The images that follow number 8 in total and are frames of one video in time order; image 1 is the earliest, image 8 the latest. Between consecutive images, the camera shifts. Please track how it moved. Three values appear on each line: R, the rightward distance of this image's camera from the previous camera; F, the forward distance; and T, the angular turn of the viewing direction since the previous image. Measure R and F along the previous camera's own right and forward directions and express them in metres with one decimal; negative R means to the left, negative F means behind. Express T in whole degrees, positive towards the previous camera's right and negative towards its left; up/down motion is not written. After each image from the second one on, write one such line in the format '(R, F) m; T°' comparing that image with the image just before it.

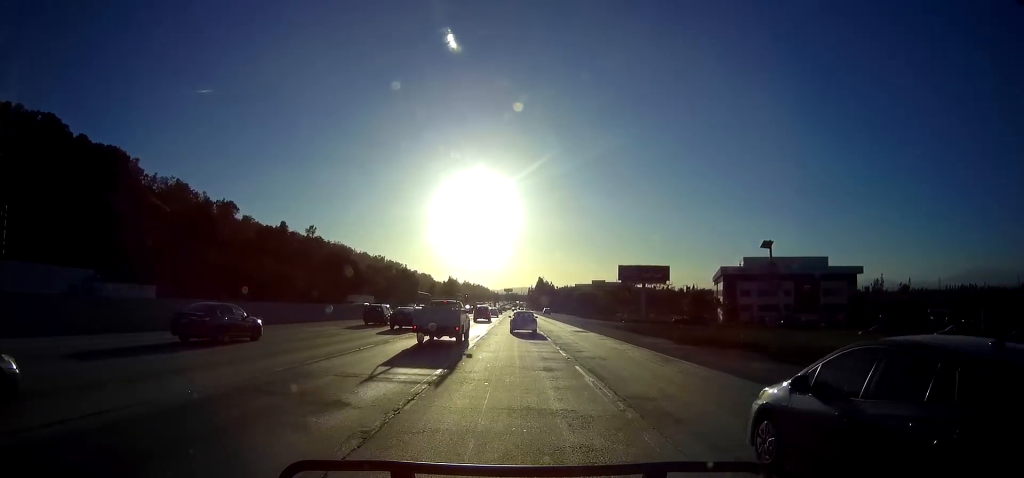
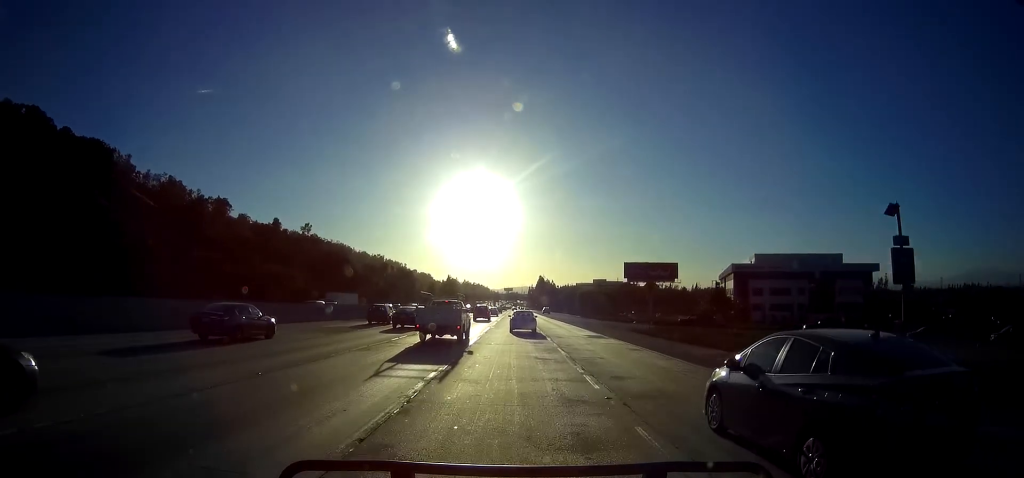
(0.0, +8.1) m; 0°
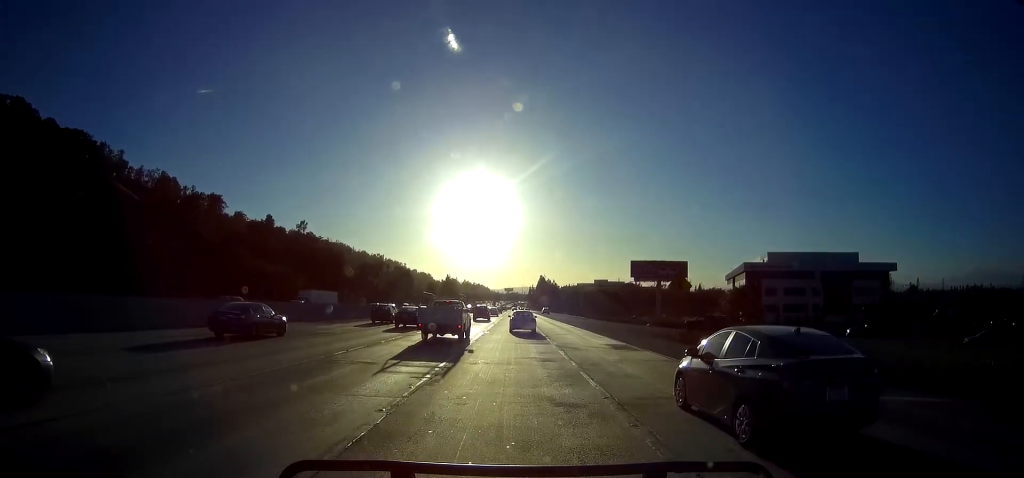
(0.0, +8.1) m; 0°
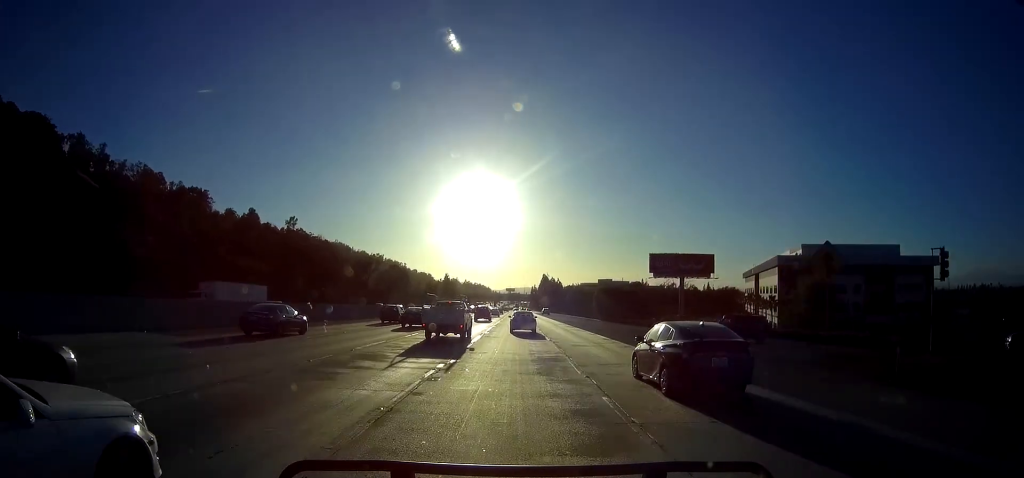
(0.0, +18.4) m; 0°
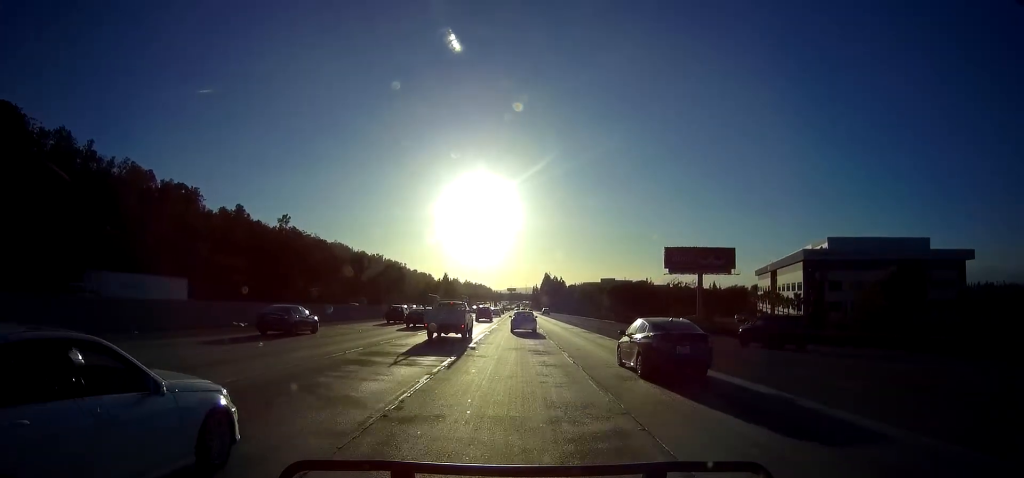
(0.0, +11.7) m; 0°
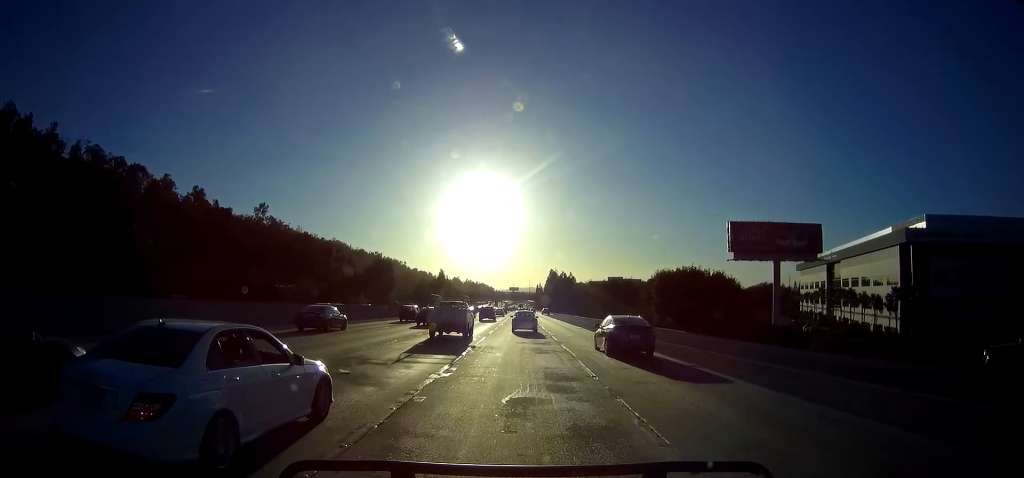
(0.0, +32.9) m; 0°
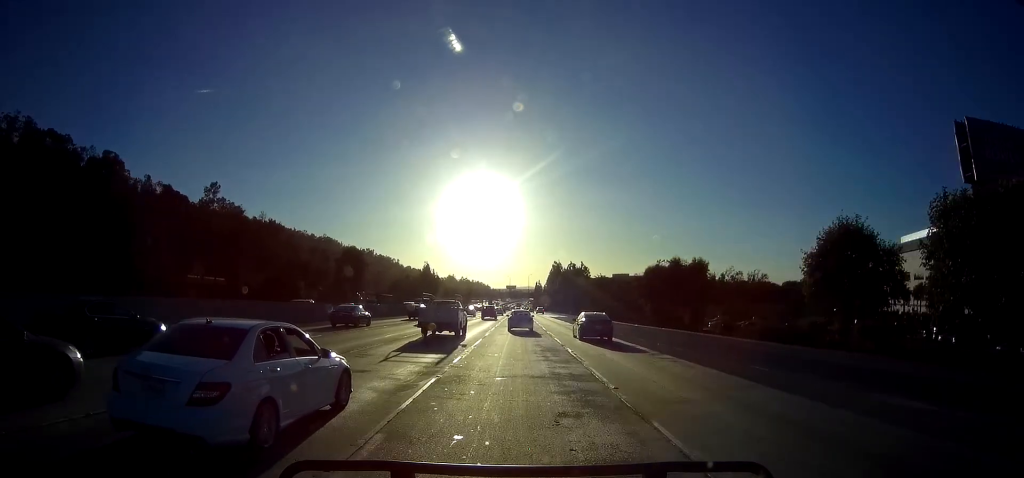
(0.0, +46.1) m; 0°
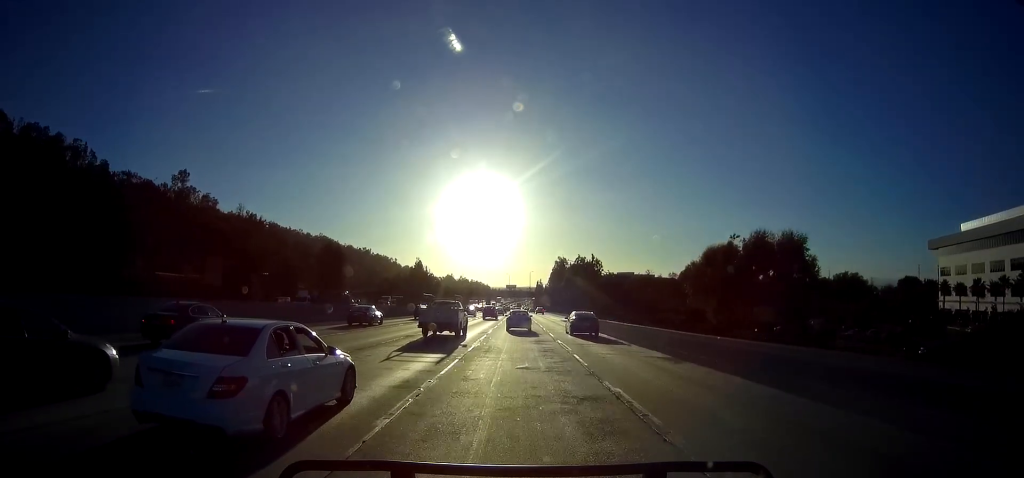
(-0.2, +24.1) m; 0°
